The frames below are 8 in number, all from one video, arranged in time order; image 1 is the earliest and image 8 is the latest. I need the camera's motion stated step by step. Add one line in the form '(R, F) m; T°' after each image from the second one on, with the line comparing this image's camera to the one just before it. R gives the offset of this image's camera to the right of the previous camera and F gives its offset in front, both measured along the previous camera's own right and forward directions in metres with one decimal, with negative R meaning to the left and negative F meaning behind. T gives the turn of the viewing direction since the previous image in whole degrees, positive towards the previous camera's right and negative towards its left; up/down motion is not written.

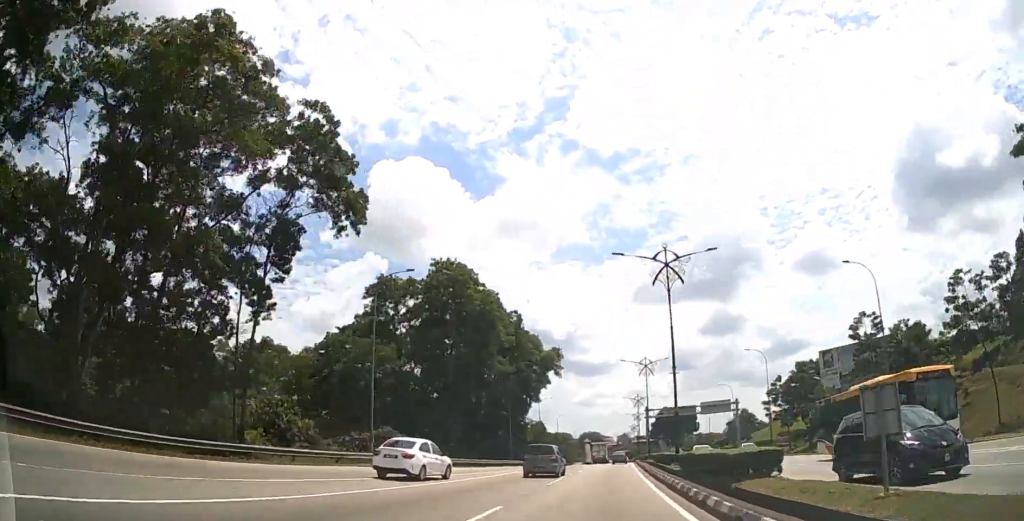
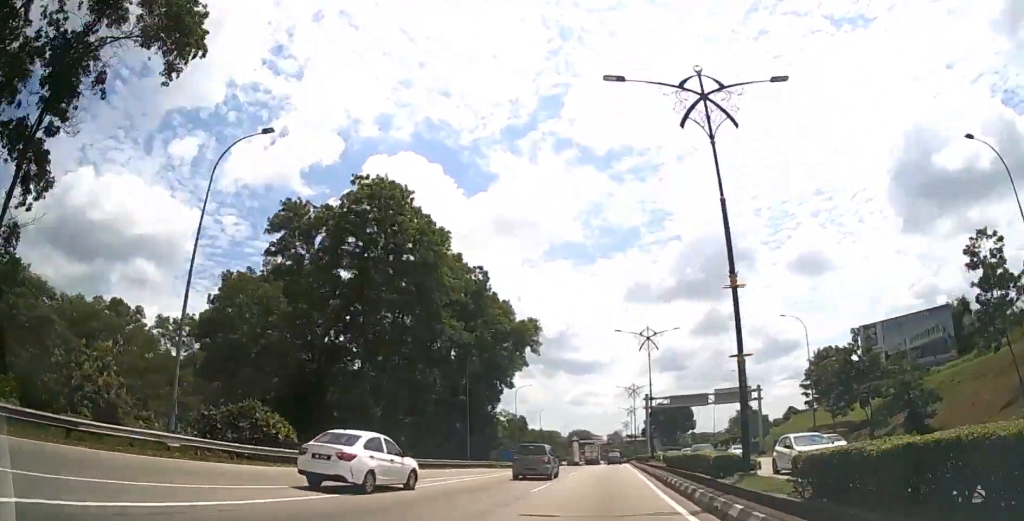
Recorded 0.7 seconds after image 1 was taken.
(+0.2, +16.7) m; +1°
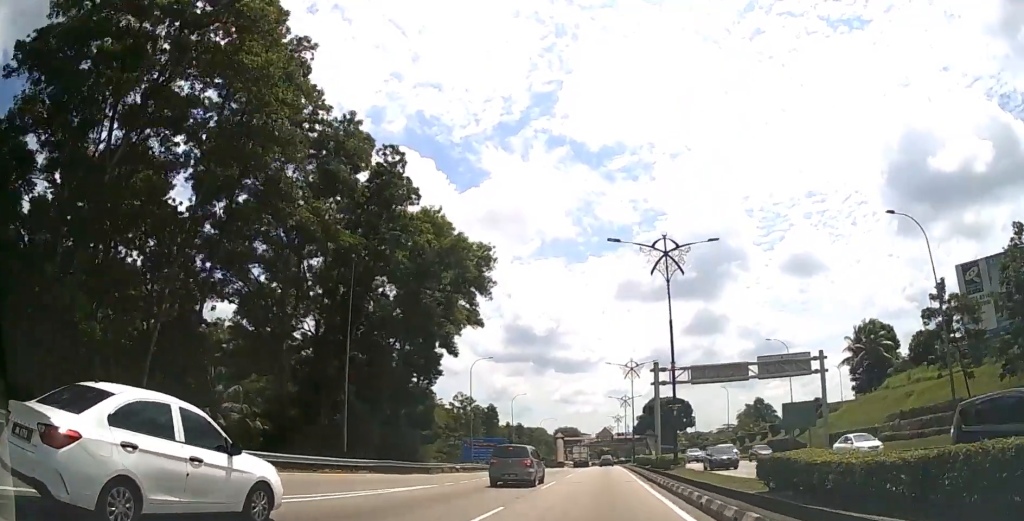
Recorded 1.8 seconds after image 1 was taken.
(+0.4, +24.0) m; +1°
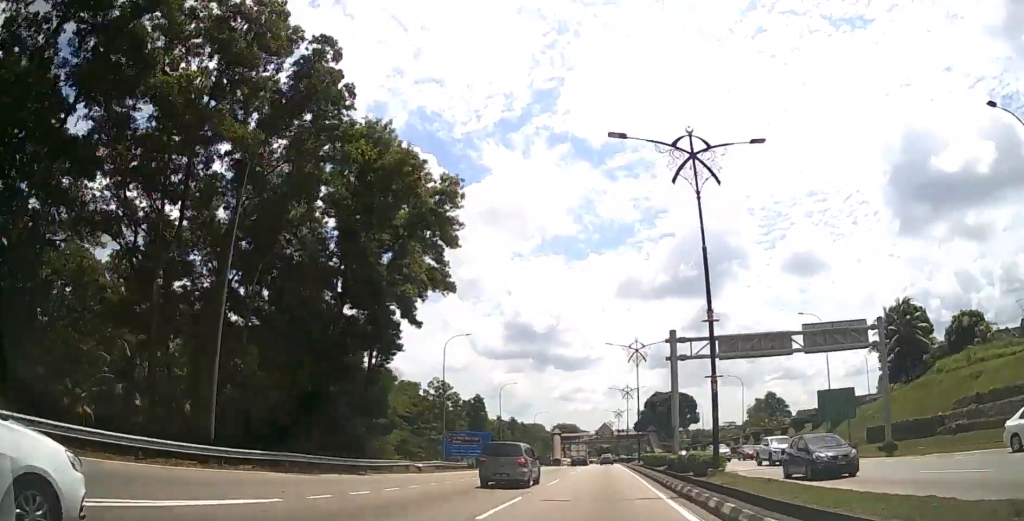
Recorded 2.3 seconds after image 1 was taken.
(+0.1, +10.5) m; 0°
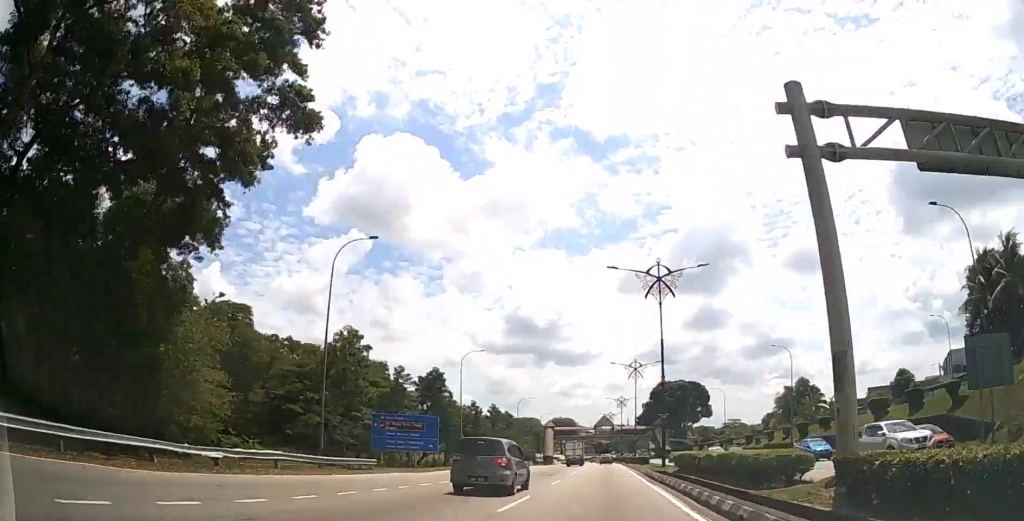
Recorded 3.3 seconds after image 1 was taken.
(+0.2, +23.6) m; 0°
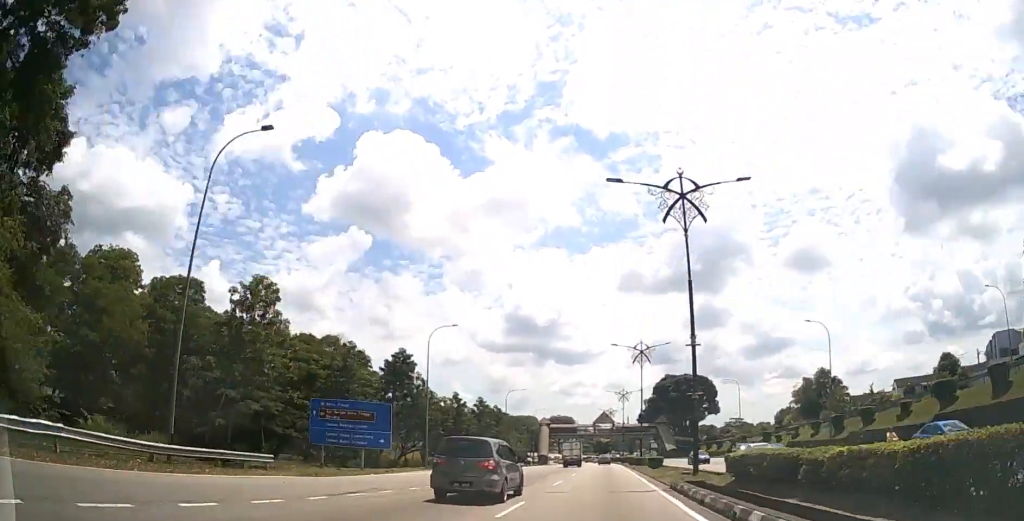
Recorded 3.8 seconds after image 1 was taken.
(0.0, +11.6) m; 0°
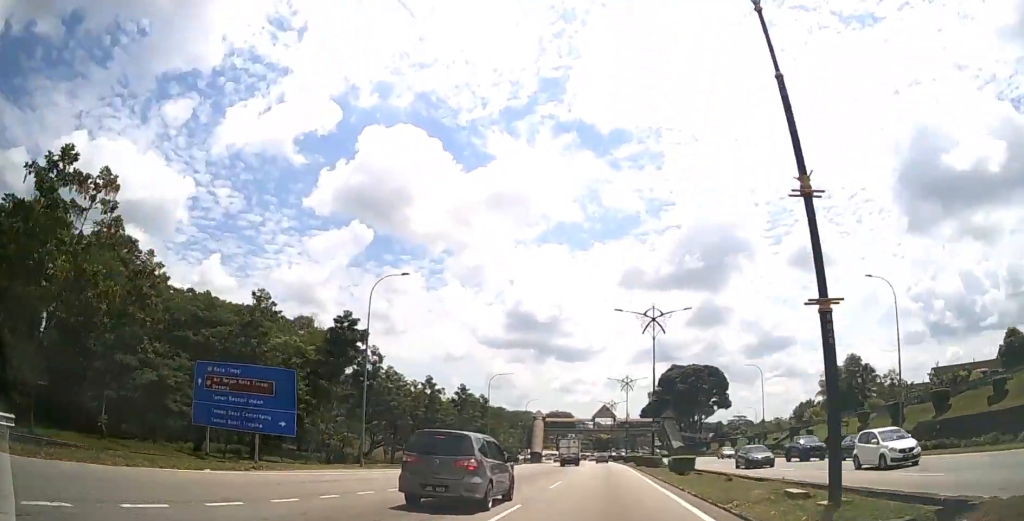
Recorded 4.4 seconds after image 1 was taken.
(-0.1, +13.1) m; 0°
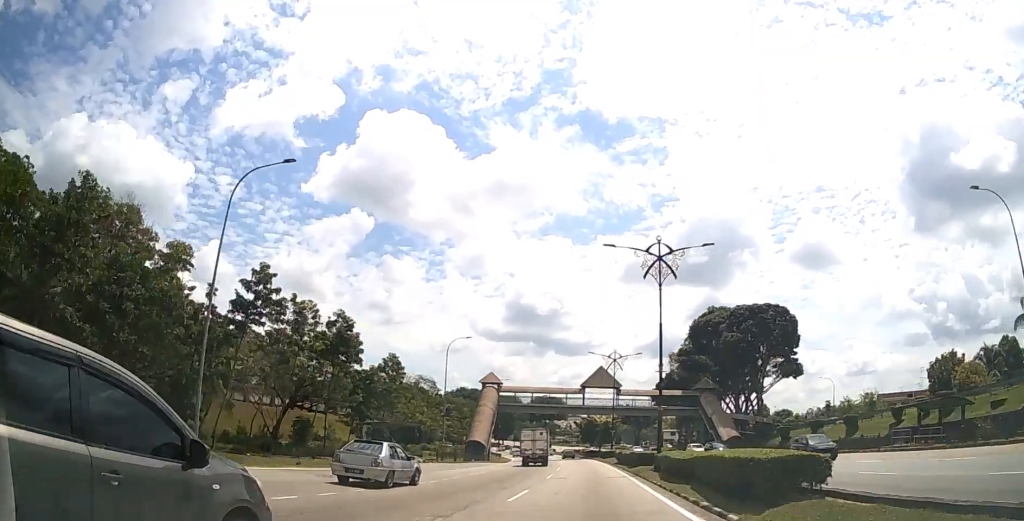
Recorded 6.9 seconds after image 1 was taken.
(+0.4, +55.3) m; 0°
